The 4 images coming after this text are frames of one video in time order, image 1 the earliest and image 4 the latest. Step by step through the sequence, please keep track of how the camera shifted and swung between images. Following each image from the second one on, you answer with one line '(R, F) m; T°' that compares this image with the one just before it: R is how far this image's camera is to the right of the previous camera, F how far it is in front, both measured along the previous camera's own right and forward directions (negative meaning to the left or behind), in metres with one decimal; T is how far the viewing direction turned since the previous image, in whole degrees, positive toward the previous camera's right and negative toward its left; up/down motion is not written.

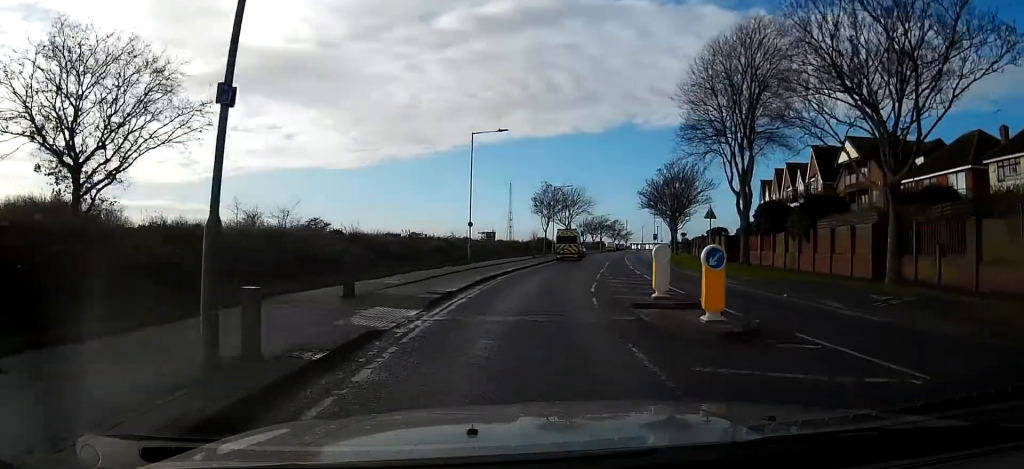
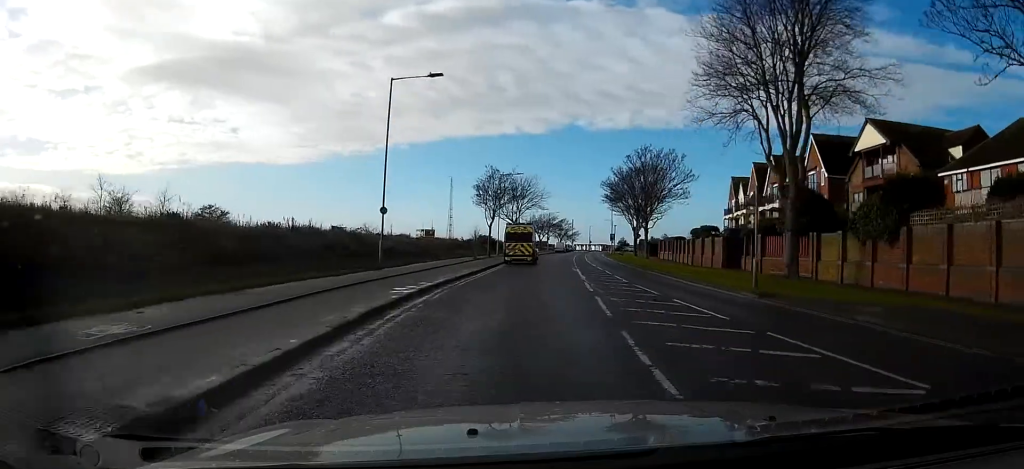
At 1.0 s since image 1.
(+4.0, +11.5) m; +7°
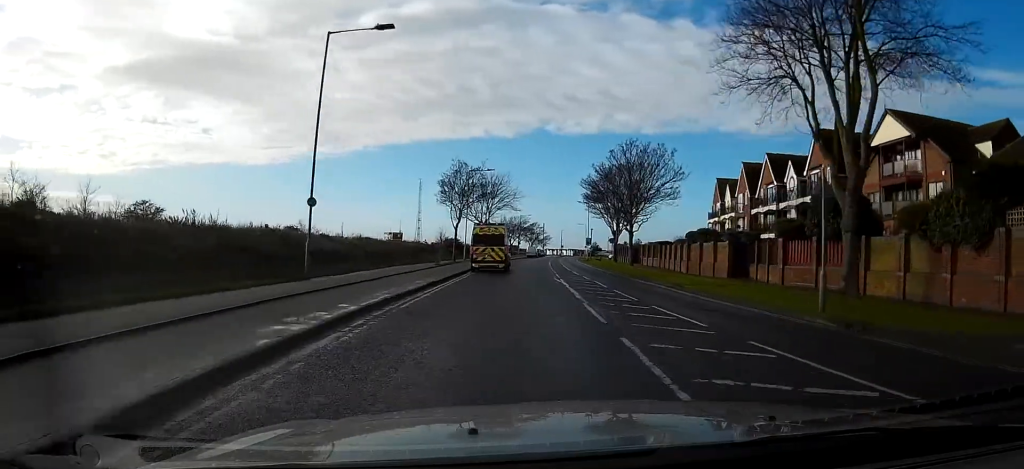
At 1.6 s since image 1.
(-1.4, +6.1) m; -3°
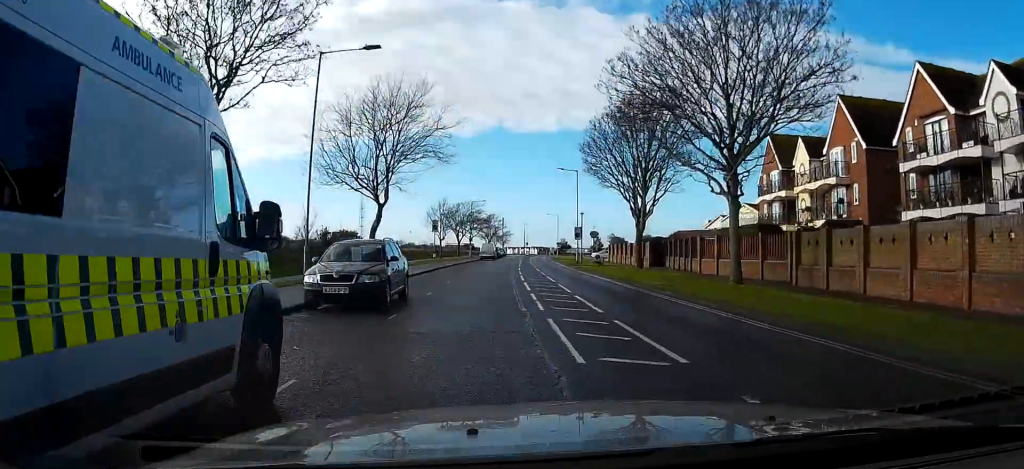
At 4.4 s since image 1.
(-0.6, +34.5) m; -2°
